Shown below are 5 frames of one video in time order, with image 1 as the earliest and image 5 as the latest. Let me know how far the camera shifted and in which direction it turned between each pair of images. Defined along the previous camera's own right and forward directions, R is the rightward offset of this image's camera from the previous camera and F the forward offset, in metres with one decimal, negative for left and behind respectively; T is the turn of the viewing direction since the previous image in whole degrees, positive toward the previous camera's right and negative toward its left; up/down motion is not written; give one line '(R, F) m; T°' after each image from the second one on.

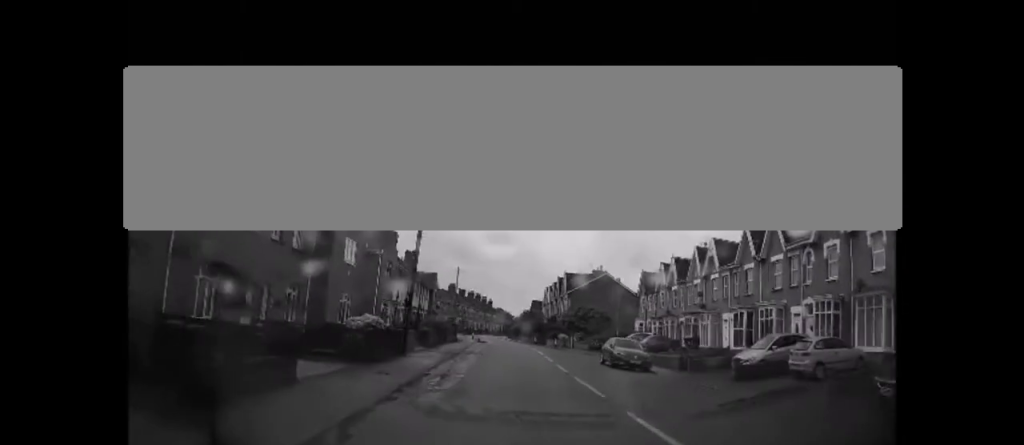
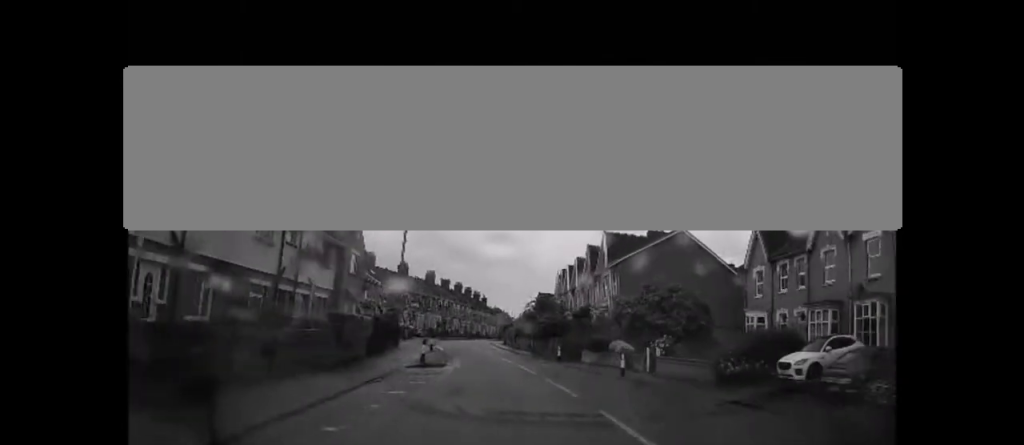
(+0.6, +30.2) m; 0°
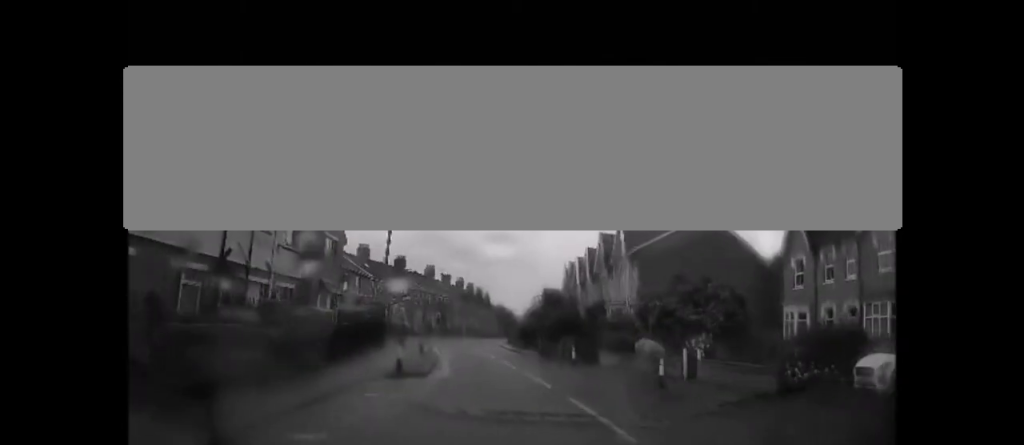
(0.0, +4.7) m; -2°
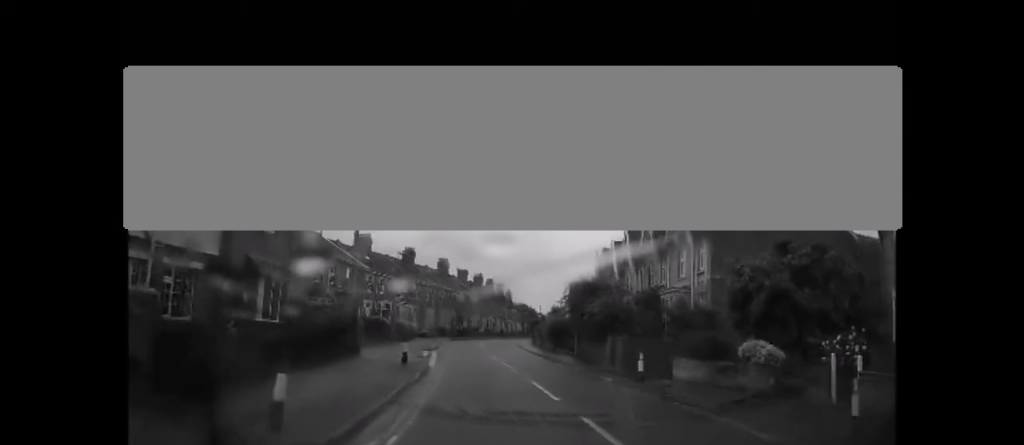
(-0.2, +8.5) m; -1°
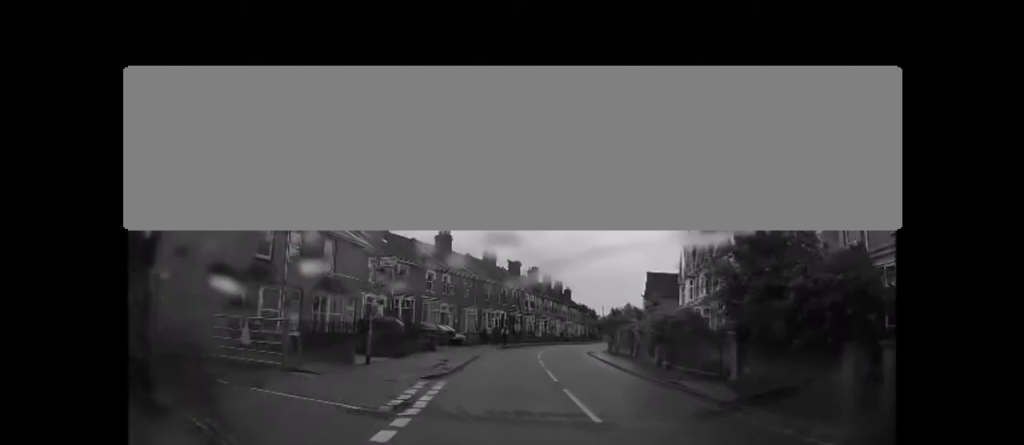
(-0.5, +14.6) m; -6°
